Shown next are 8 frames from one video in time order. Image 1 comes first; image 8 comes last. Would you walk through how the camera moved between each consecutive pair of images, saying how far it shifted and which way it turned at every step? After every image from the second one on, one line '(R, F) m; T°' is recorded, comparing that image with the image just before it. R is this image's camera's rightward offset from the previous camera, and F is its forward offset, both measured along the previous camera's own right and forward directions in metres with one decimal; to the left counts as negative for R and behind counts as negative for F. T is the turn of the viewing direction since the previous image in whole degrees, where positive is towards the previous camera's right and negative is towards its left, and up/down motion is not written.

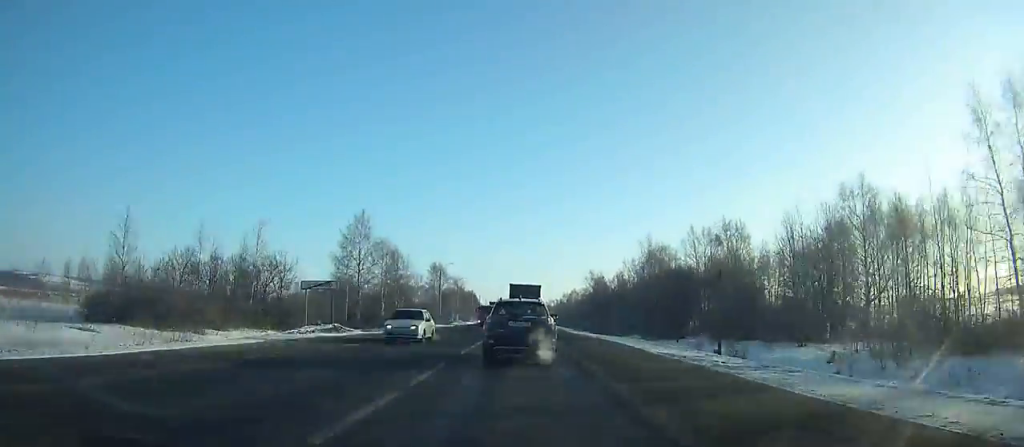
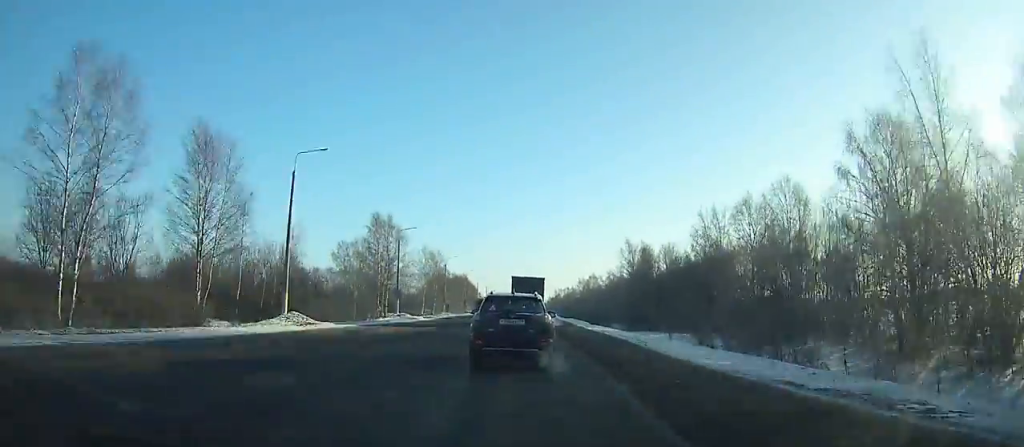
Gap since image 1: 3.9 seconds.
(-0.2, +65.5) m; 0°
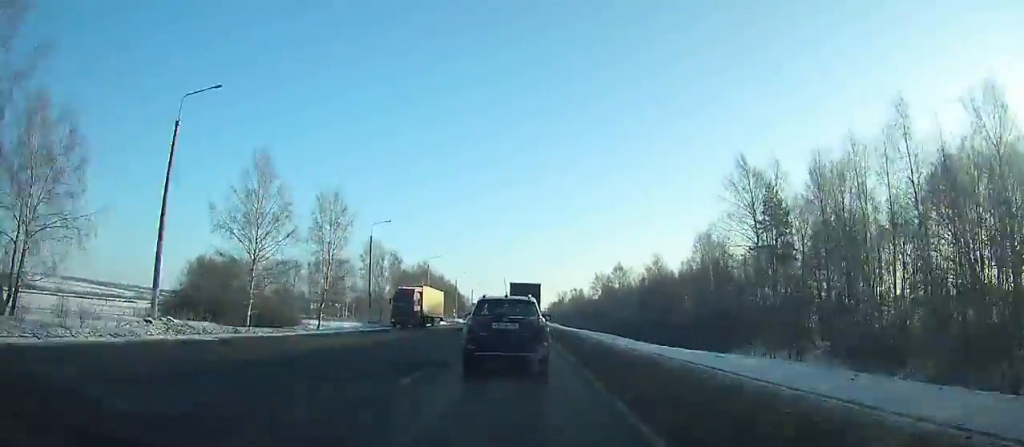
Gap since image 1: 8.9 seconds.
(+0.2, +81.3) m; 0°
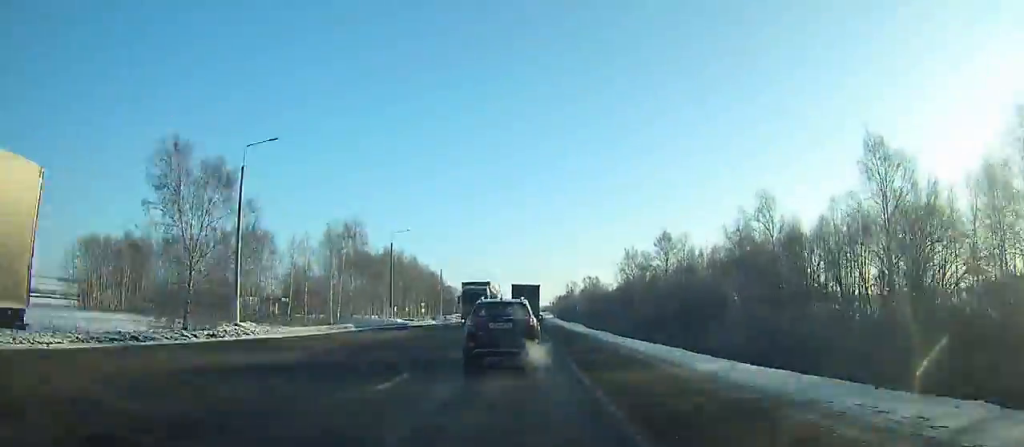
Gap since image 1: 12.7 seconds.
(0.0, +61.3) m; 0°
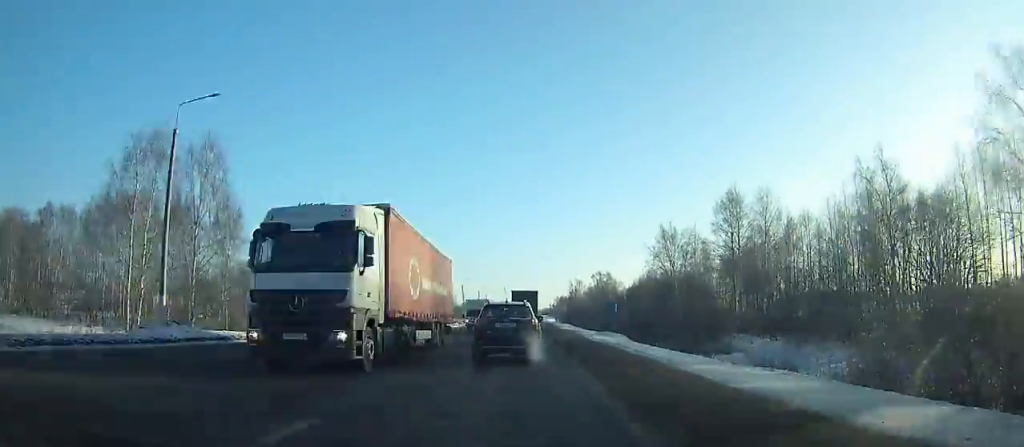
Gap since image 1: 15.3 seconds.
(-0.1, +42.6) m; 0°
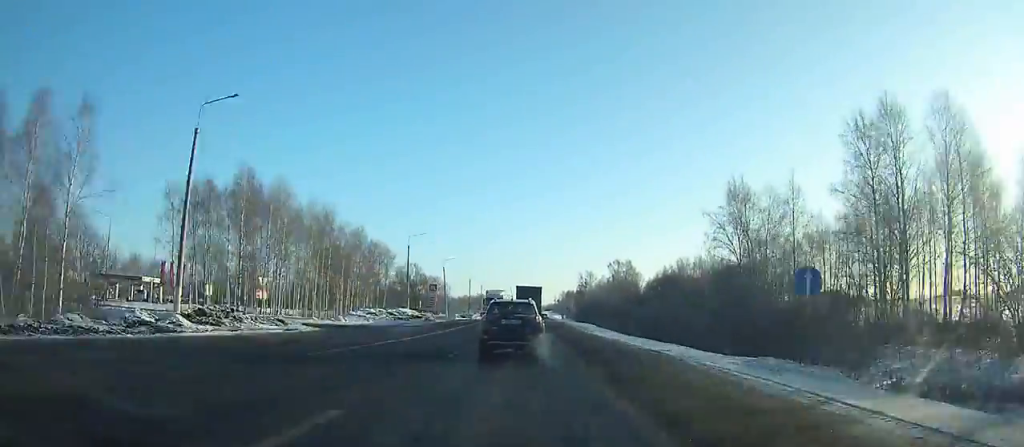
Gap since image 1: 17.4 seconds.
(-0.1, +35.0) m; 0°
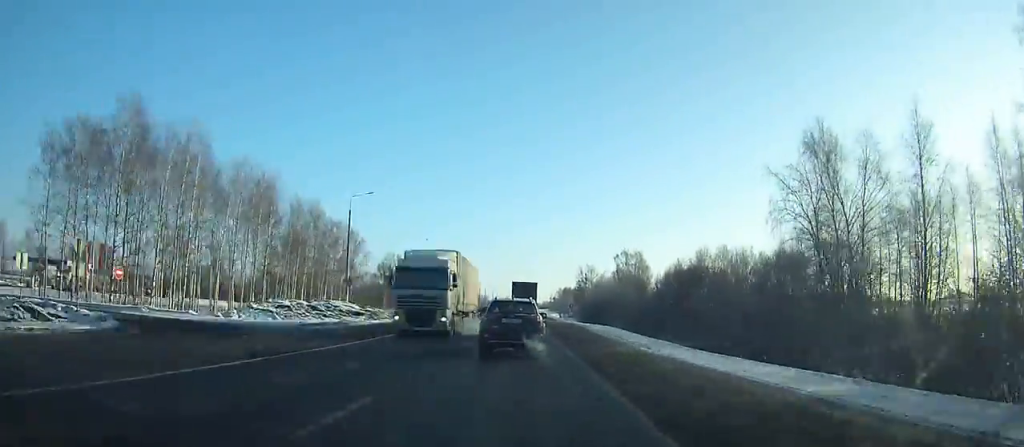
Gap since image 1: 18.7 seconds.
(0.0, +22.2) m; 0°
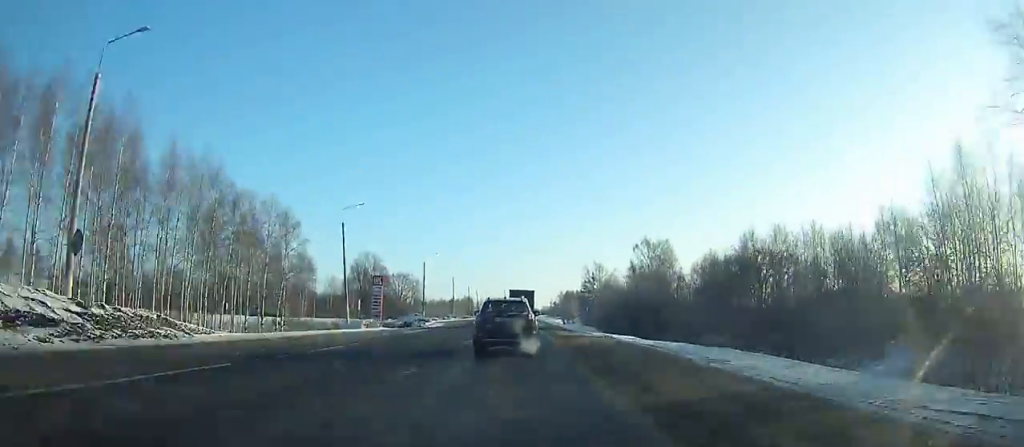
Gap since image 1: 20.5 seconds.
(0.0, +30.9) m; 0°
